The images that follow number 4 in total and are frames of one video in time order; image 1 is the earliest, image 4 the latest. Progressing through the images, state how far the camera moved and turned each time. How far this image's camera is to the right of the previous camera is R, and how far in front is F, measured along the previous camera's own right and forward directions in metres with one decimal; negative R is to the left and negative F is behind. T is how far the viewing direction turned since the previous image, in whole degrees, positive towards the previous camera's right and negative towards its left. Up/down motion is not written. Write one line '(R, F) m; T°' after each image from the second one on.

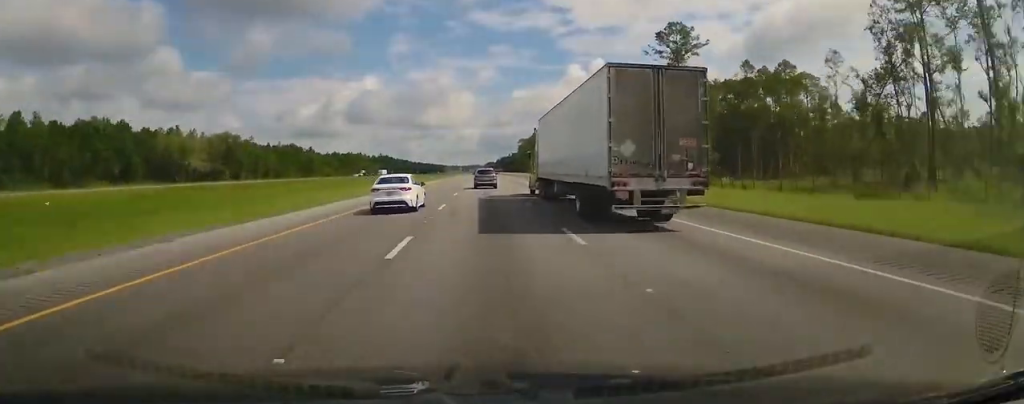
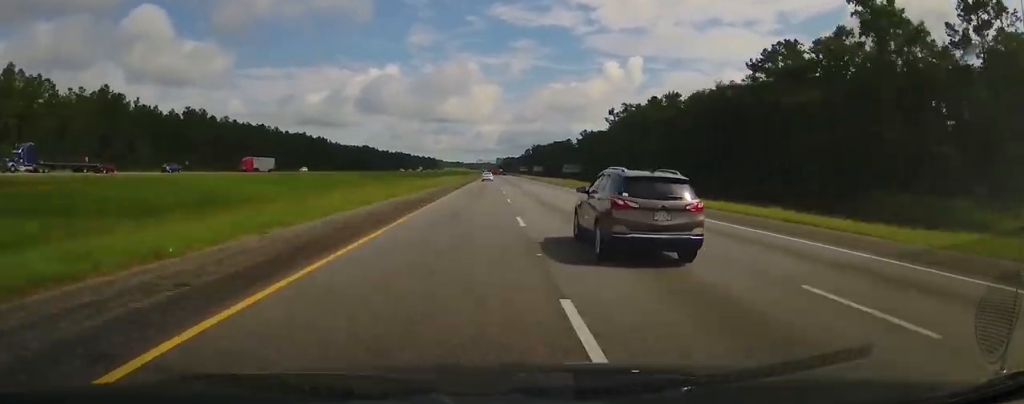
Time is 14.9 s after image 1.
(-4.6, +533.3) m; -1°
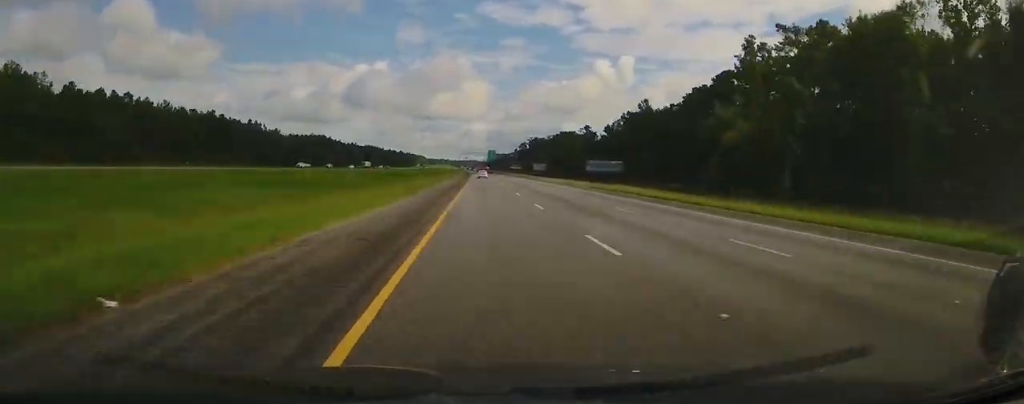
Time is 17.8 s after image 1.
(+0.7, +101.7) m; +1°
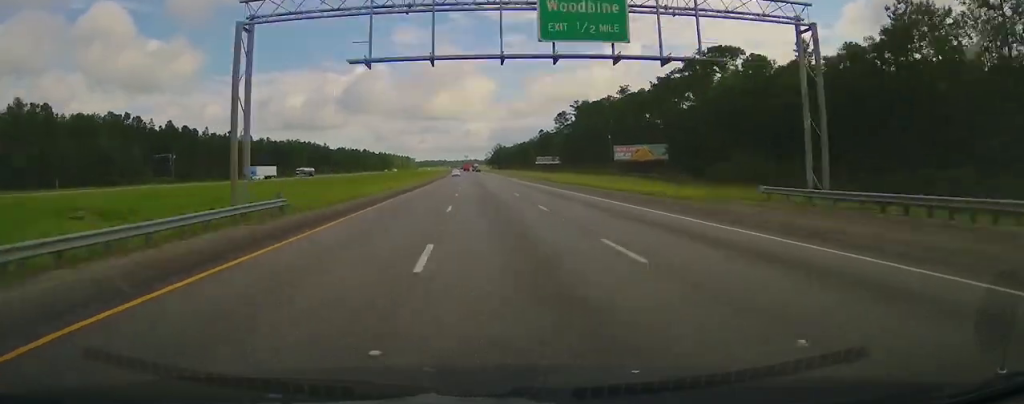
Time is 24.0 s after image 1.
(+1.1, +227.6) m; -1°
